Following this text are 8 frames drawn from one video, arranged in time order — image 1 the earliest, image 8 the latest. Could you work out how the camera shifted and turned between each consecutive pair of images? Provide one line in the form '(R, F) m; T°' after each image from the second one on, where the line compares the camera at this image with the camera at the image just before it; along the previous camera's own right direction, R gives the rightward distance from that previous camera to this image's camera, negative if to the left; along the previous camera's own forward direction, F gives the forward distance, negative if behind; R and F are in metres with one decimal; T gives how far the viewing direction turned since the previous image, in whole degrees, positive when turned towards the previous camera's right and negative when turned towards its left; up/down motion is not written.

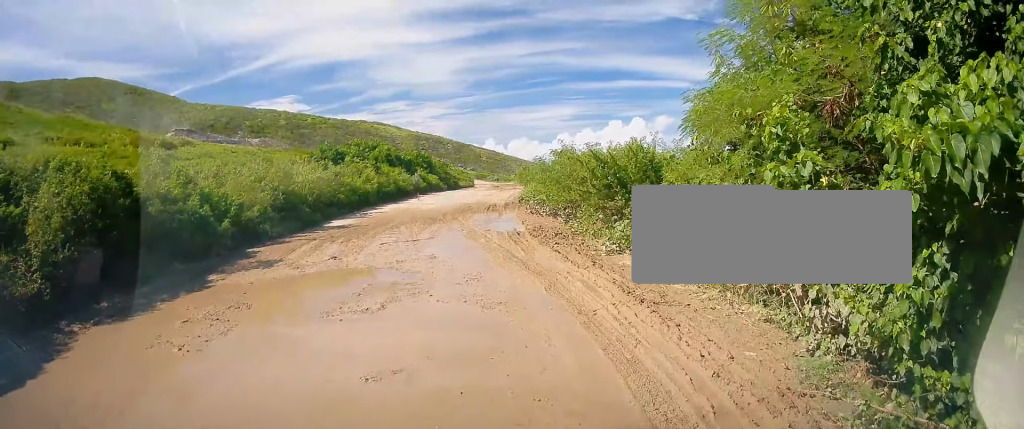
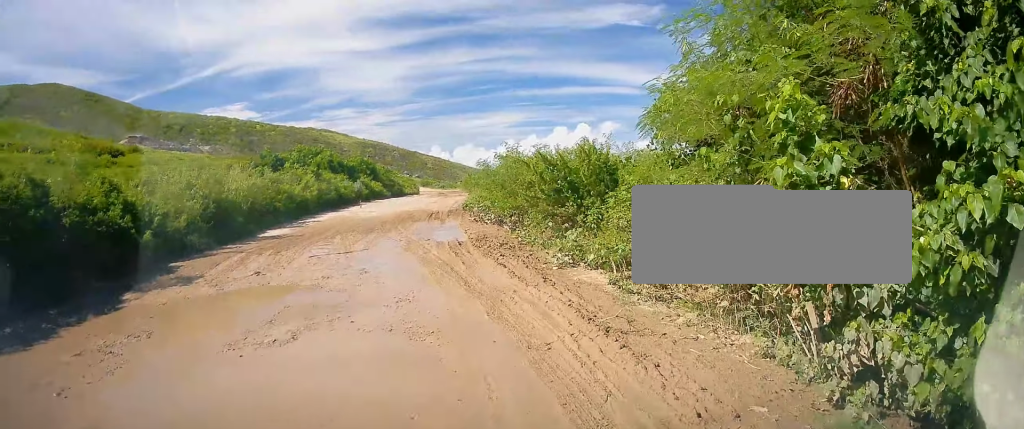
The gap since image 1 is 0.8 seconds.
(0.0, +1.1) m; 0°
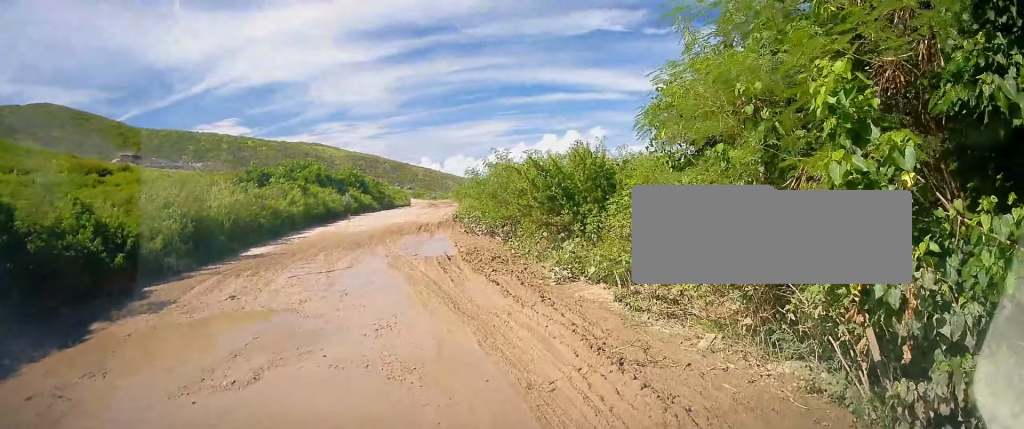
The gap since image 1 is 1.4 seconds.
(0.0, +0.7) m; 0°
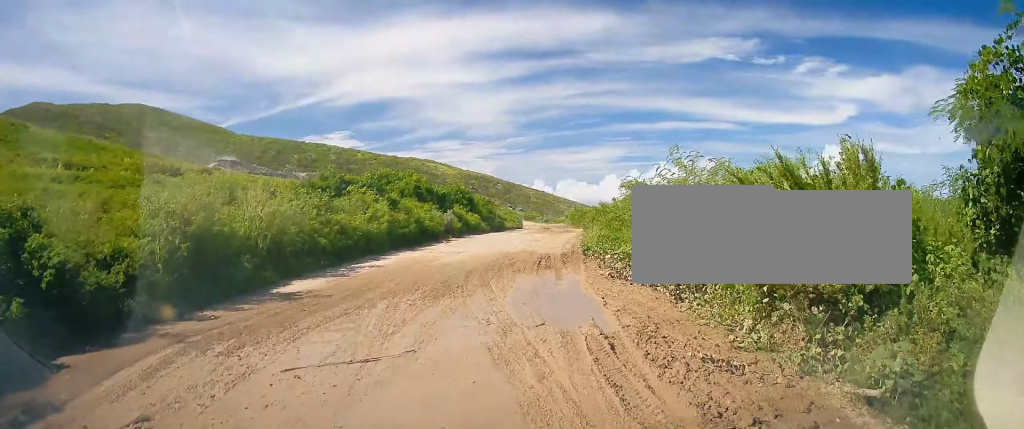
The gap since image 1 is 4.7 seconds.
(0.0, +5.9) m; 0°
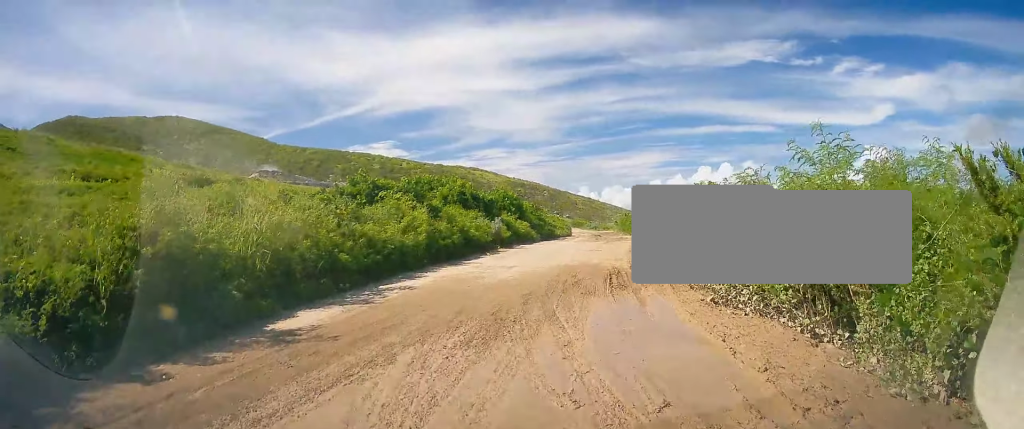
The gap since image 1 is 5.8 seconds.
(0.0, +2.9) m; -2°
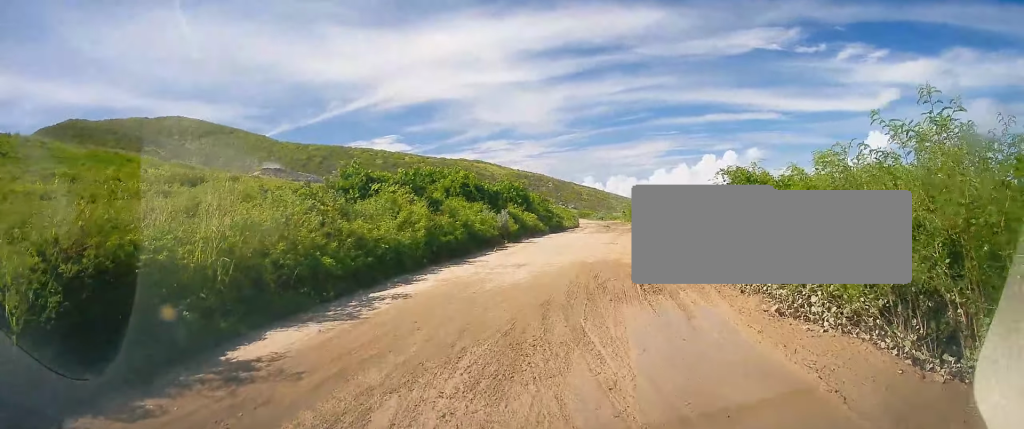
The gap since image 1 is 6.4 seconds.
(0.0, +1.8) m; -5°
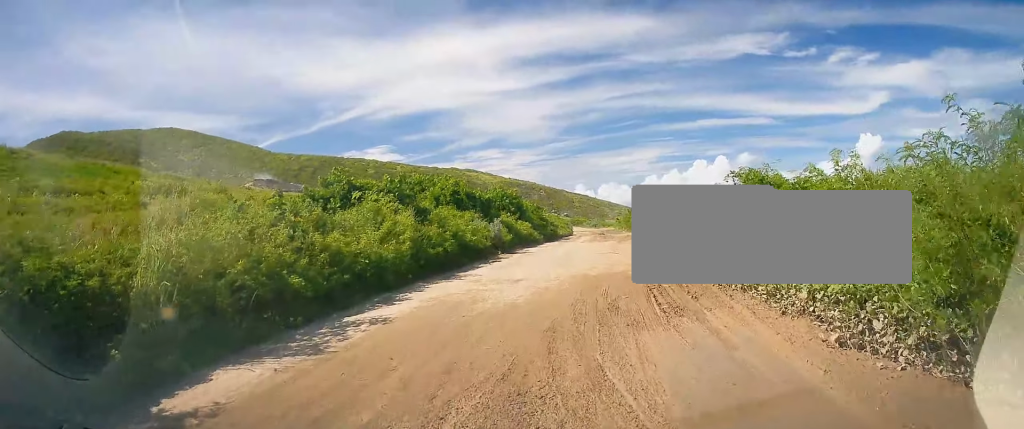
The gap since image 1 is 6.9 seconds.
(-0.1, +1.5) m; -1°
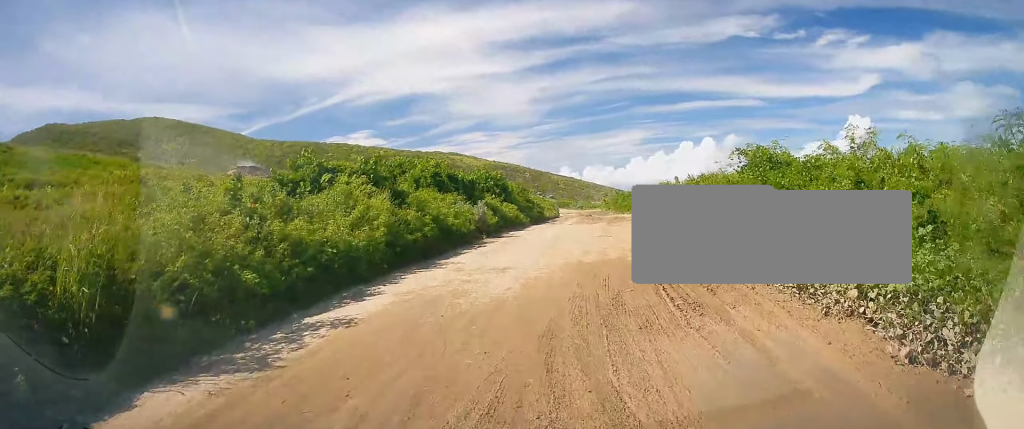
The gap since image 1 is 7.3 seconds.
(-0.2, +1.3) m; +1°
